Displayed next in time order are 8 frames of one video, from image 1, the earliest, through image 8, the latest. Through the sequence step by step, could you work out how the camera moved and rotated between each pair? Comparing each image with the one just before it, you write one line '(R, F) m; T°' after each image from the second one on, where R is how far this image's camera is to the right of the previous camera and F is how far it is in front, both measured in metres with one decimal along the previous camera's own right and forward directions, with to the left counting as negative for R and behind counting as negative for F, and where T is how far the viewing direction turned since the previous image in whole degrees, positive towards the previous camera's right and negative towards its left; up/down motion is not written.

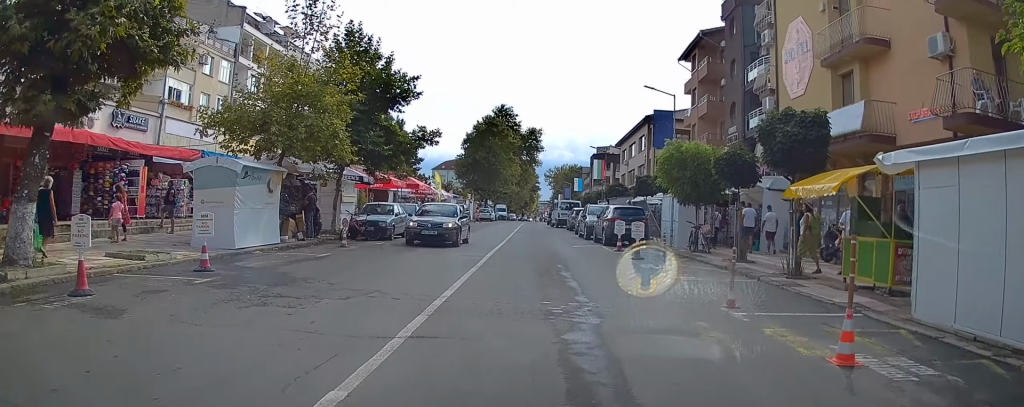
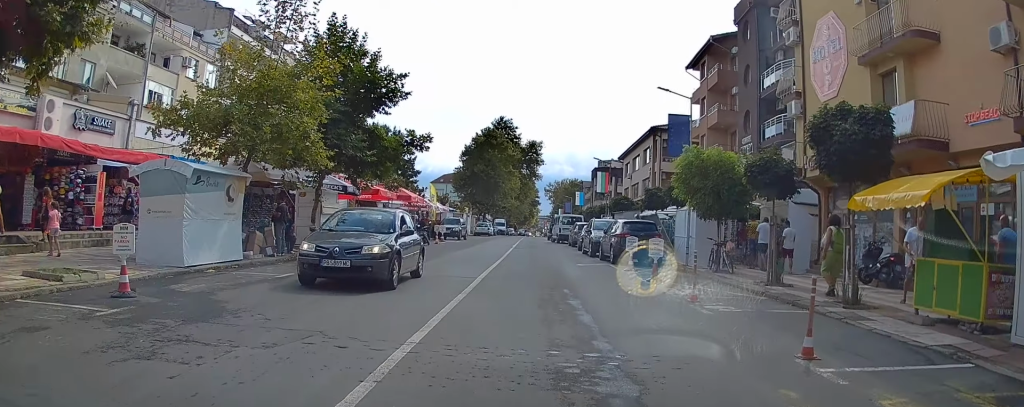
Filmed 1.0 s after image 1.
(+0.2, +3.0) m; +2°
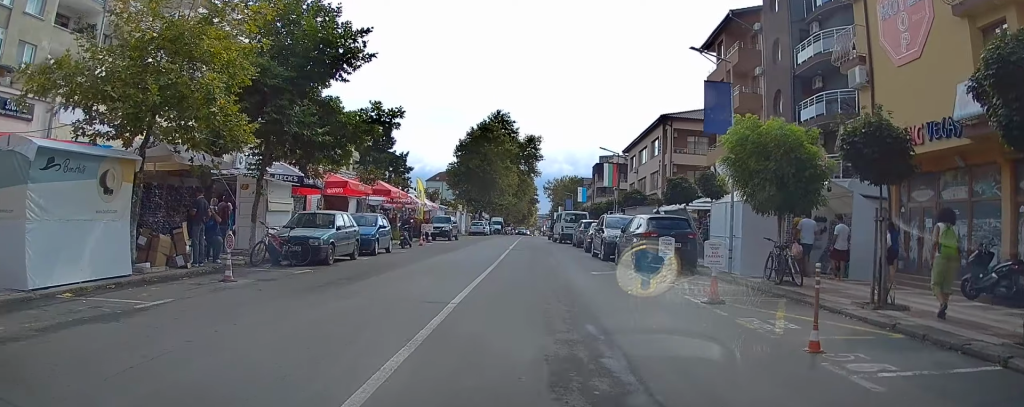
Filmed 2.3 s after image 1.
(+0.2, +6.1) m; +5°
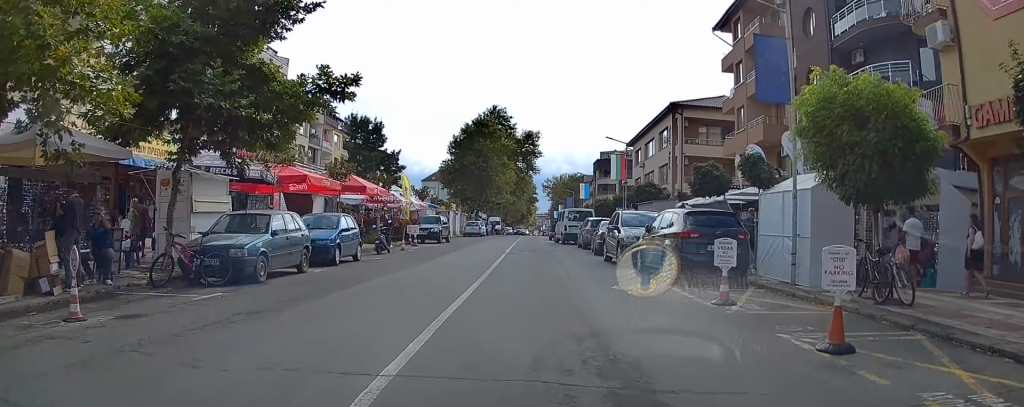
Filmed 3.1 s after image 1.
(+0.1, +4.6) m; +2°
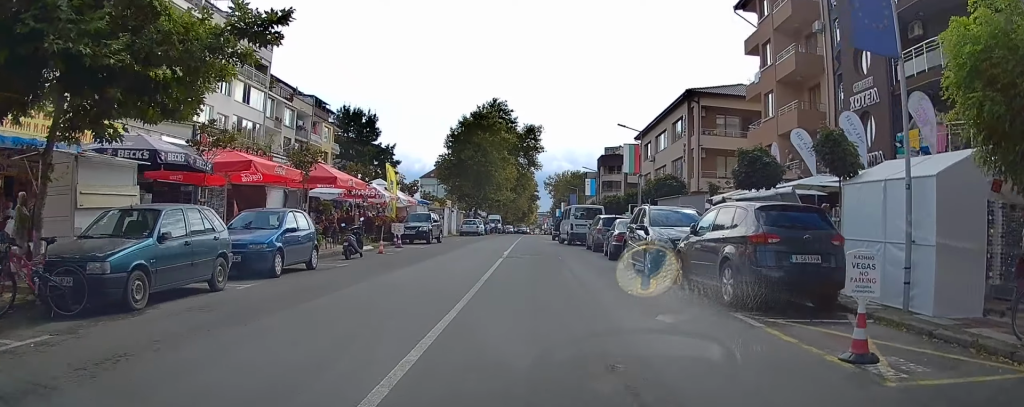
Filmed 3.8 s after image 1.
(0.0, +4.5) m; 0°
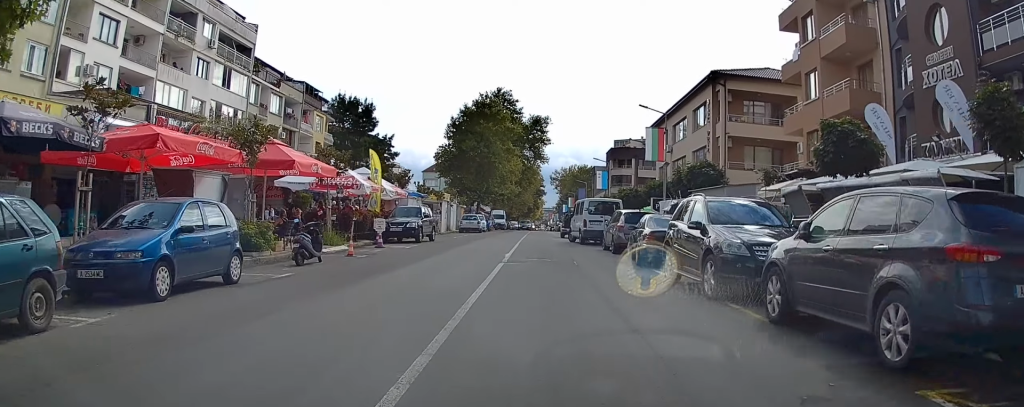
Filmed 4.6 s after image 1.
(0.0, +5.0) m; 0°
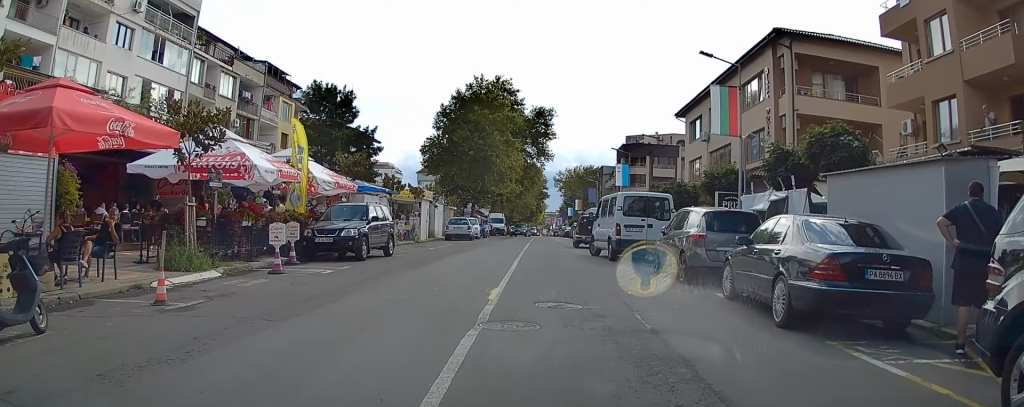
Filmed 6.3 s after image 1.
(0.0, +10.7) m; 0°
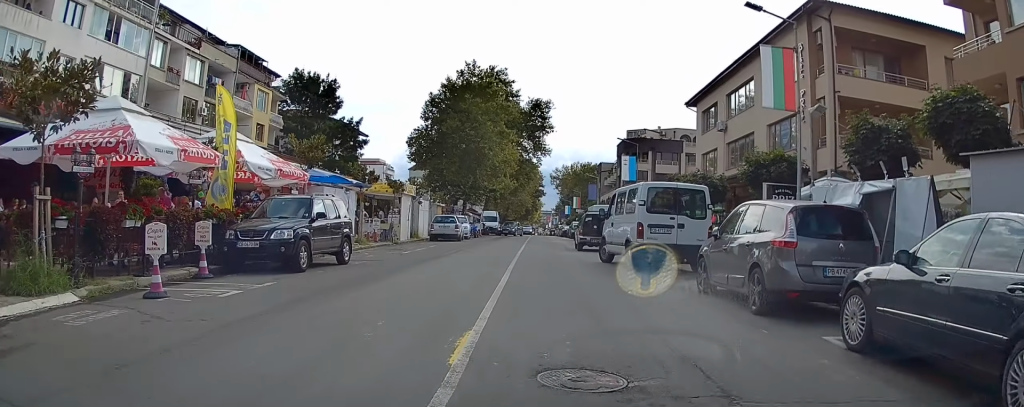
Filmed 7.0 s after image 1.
(0.0, +4.8) m; 0°
